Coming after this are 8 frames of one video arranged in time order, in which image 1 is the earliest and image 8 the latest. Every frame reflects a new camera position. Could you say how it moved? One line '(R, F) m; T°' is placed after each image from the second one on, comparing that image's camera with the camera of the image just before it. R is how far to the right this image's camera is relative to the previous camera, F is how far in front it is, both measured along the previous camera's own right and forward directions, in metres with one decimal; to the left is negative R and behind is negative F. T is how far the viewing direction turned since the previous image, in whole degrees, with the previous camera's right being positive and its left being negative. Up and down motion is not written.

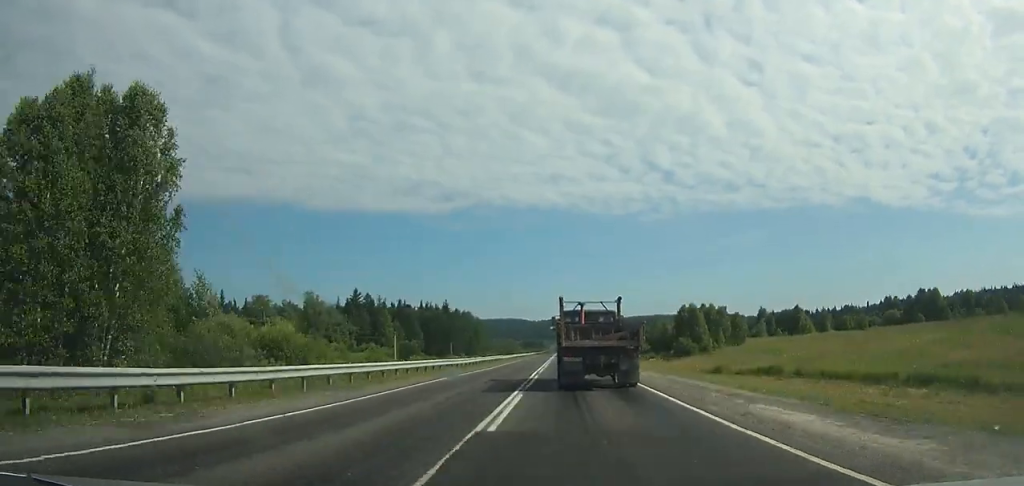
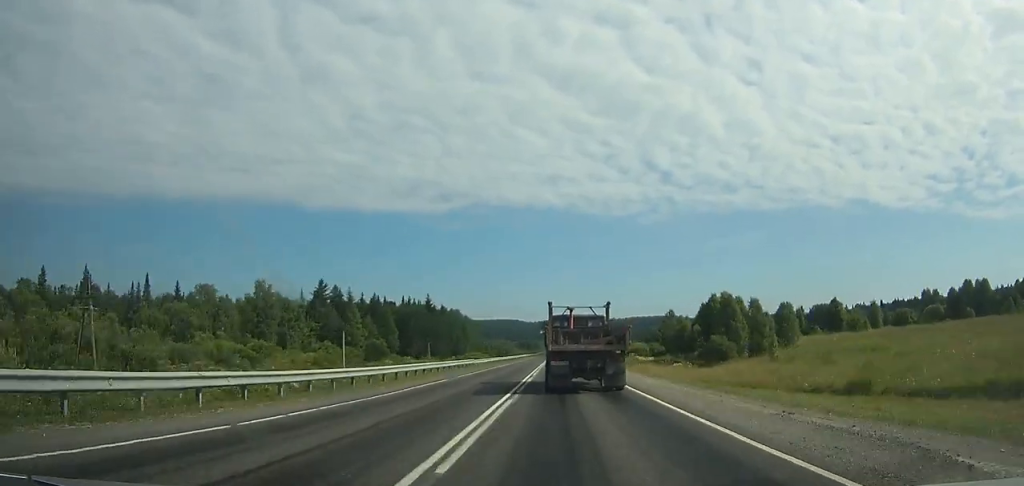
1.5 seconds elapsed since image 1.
(+0.2, +25.6) m; 0°
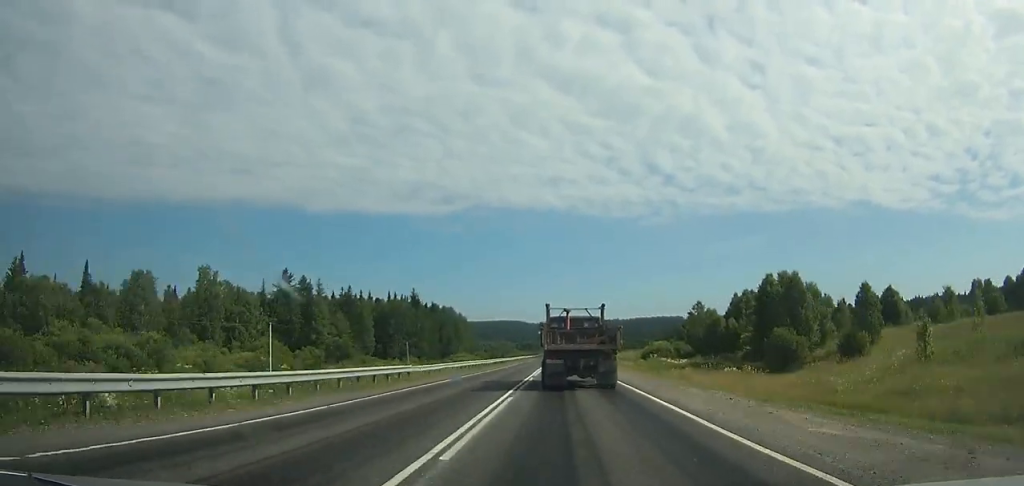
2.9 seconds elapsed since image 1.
(+0.1, +23.8) m; 0°
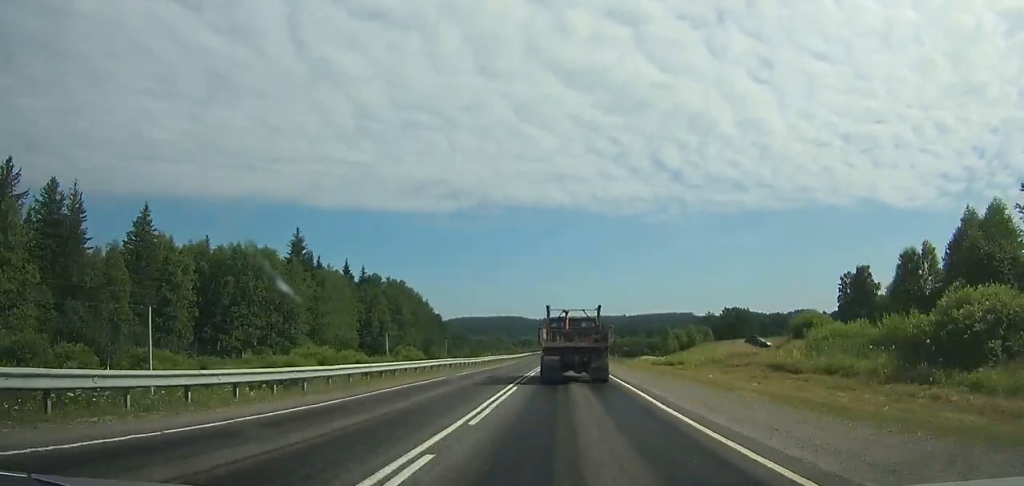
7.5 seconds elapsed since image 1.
(-0.3, +82.2) m; 0°
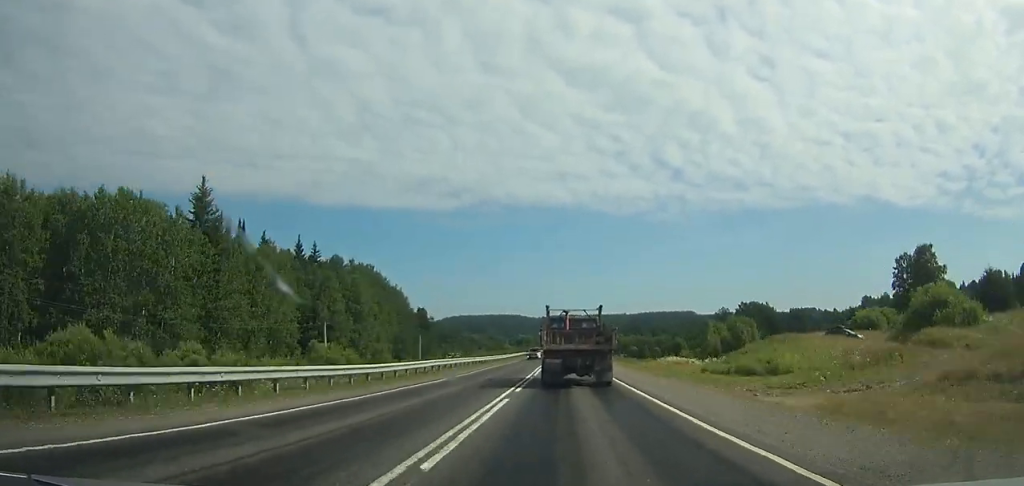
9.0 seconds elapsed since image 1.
(0.0, +27.5) m; 0°
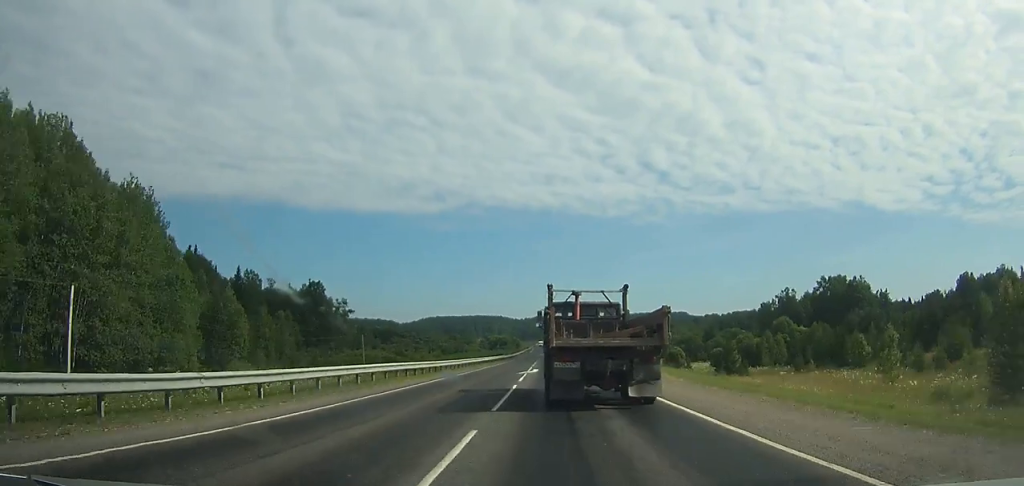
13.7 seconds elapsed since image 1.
(+0.2, +89.1) m; 0°
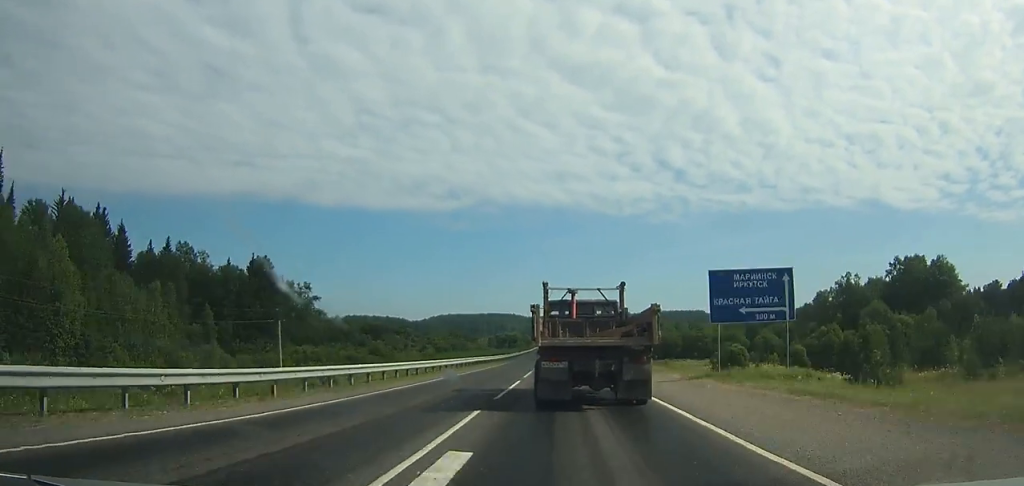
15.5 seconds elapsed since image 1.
(+0.1, +34.2) m; 0°
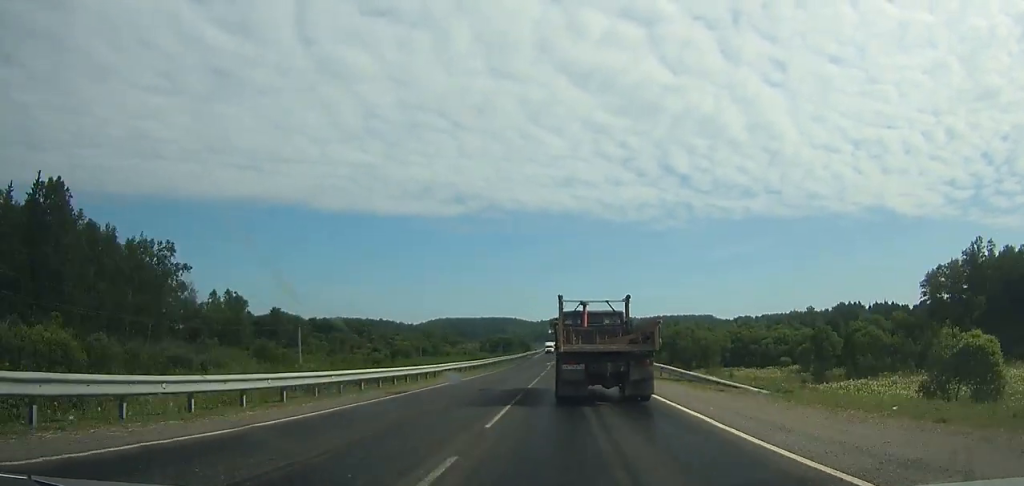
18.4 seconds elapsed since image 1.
(-0.2, +54.9) m; 0°
